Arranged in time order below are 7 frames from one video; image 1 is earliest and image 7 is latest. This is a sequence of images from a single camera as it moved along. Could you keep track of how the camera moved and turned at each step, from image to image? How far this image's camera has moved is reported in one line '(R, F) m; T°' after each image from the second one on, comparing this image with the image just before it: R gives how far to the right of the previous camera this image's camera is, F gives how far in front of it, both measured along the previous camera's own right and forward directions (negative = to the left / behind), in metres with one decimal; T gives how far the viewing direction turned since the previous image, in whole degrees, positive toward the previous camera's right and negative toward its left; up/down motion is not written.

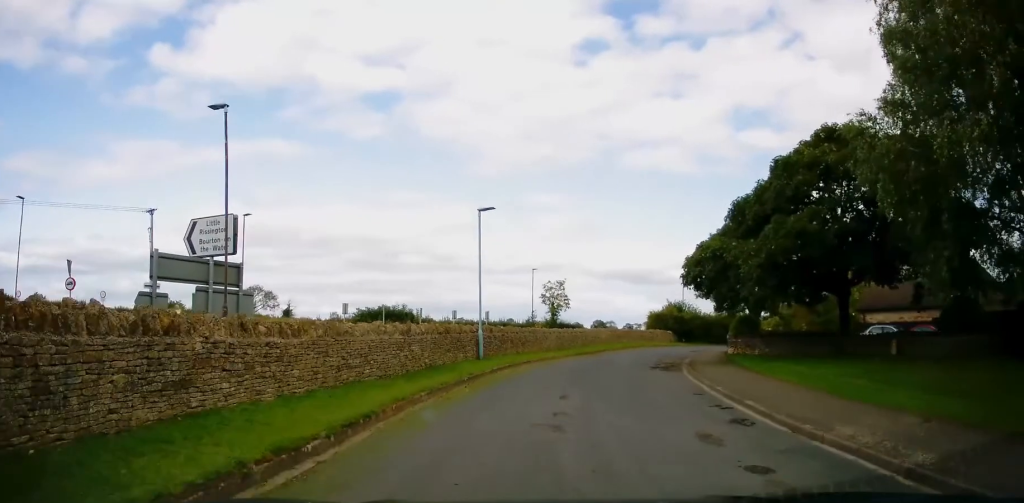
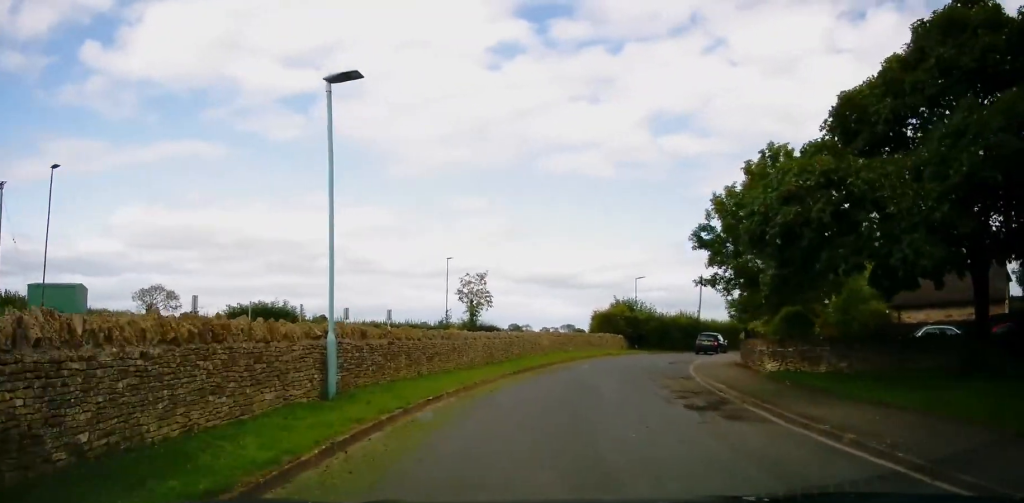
(+1.0, +11.2) m; +7°
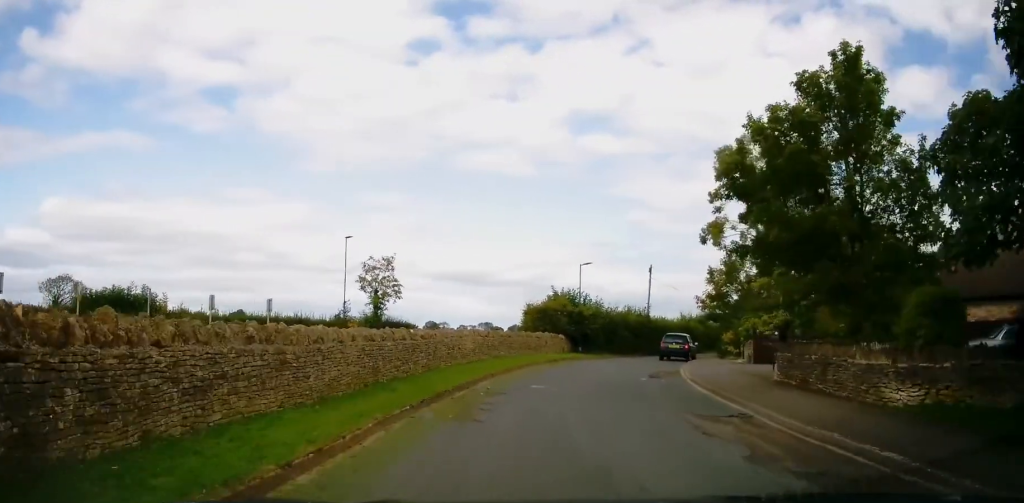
(+0.3, +9.3) m; +8°
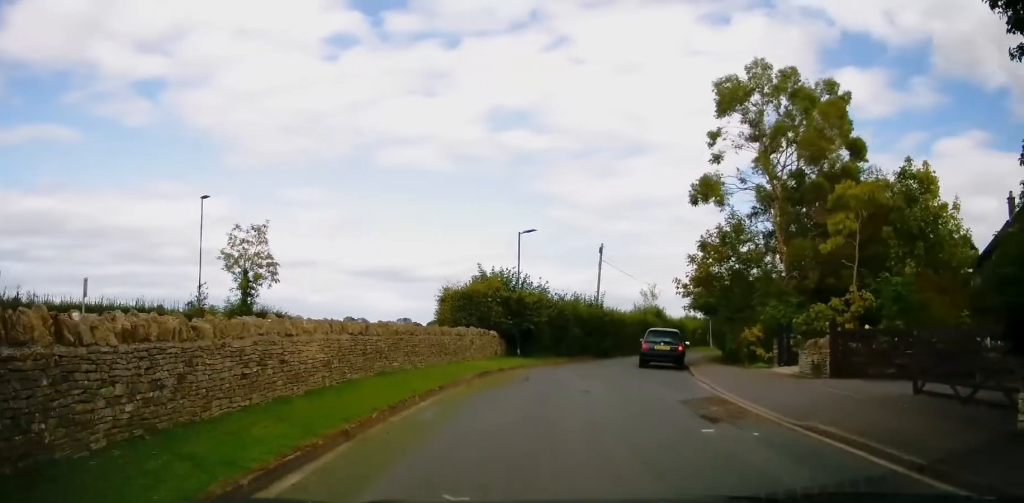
(+1.0, +10.6) m; +11°
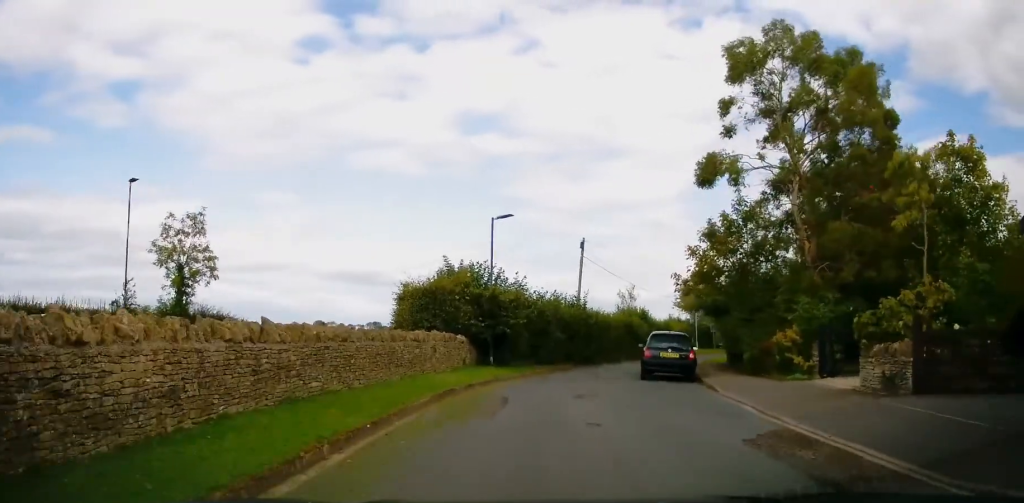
(+0.4, +4.2) m; +2°
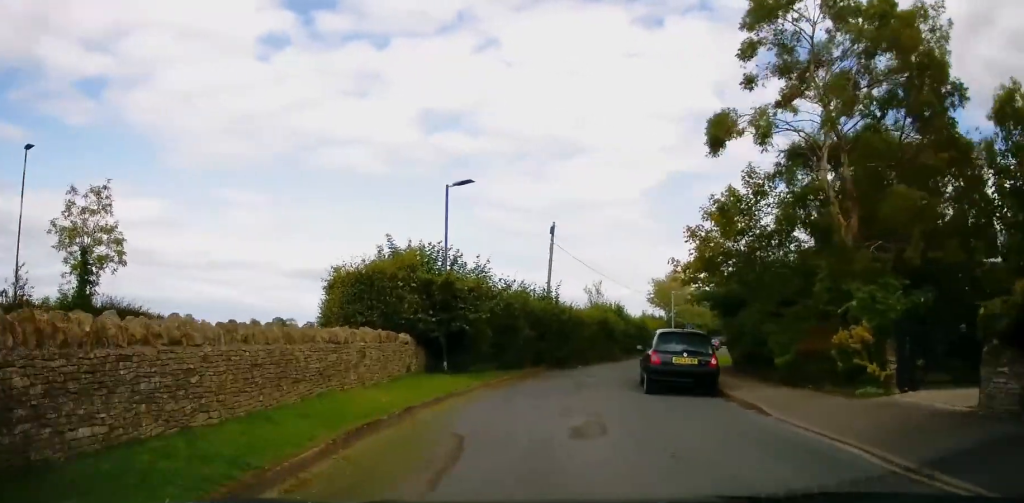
(0.0, +4.7) m; +1°
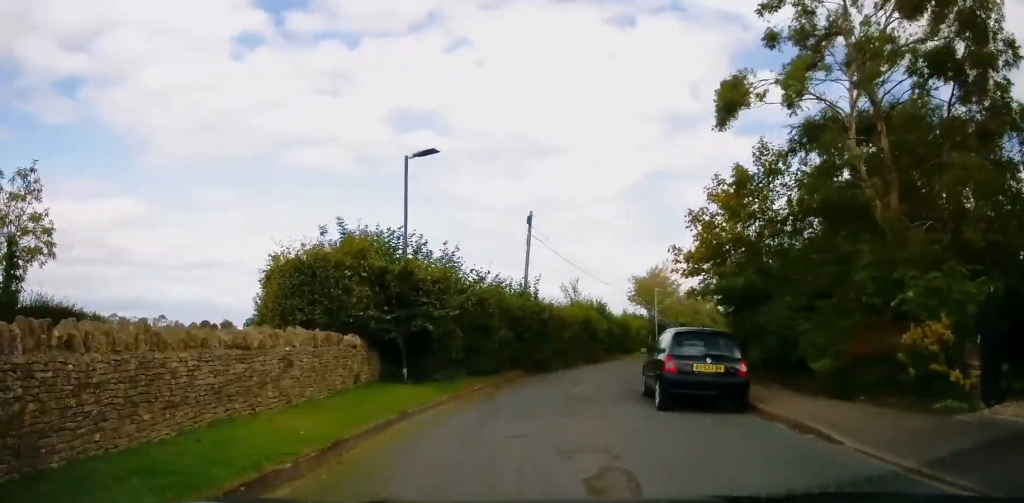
(-0.1, +3.1) m; +1°
